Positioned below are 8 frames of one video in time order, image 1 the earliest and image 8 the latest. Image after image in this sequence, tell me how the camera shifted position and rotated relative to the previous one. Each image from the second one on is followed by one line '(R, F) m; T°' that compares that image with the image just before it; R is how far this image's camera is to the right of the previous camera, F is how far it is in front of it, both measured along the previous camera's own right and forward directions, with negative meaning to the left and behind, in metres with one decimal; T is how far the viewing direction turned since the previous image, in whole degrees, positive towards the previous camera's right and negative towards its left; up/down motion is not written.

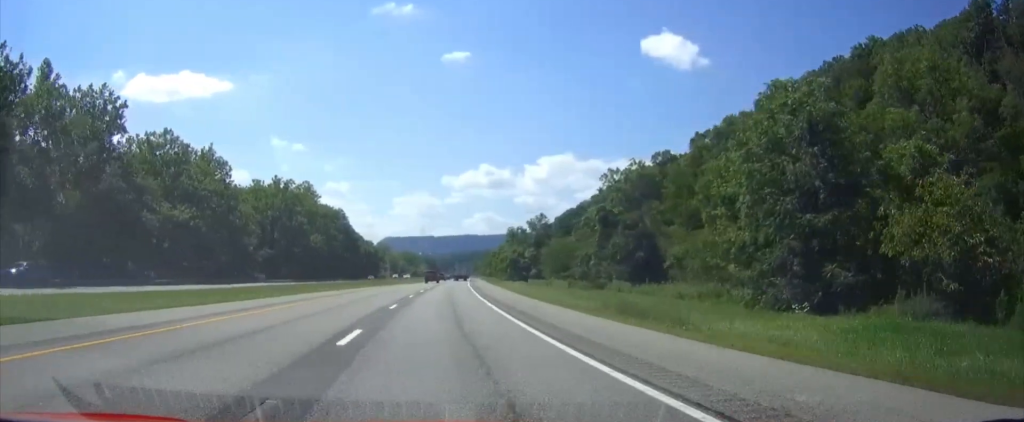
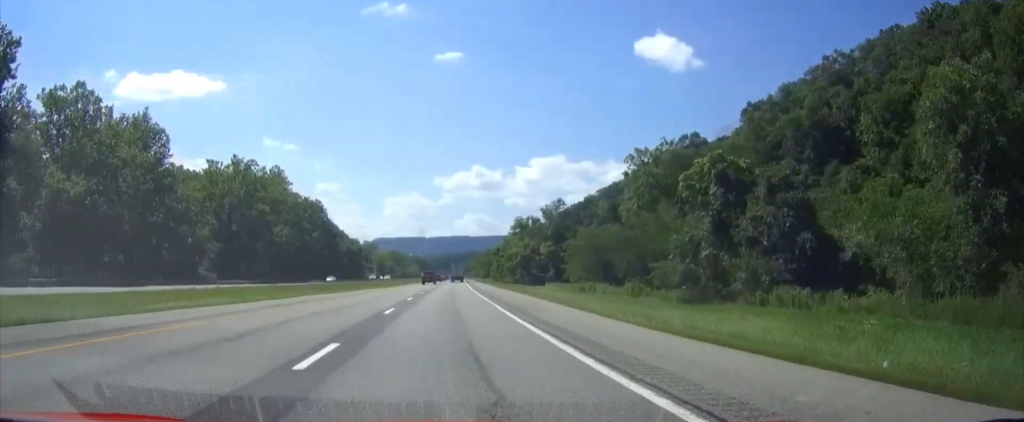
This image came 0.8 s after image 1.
(+1.0, +27.2) m; +2°
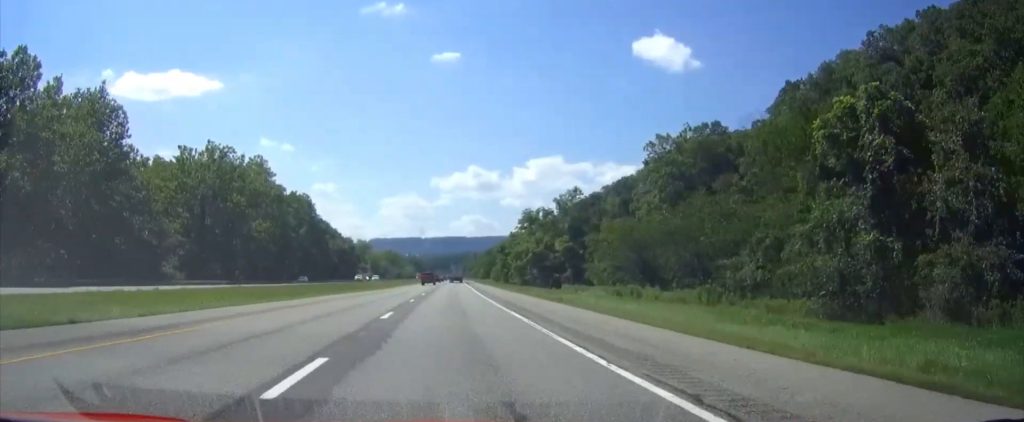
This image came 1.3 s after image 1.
(0.0, +14.1) m; 0°
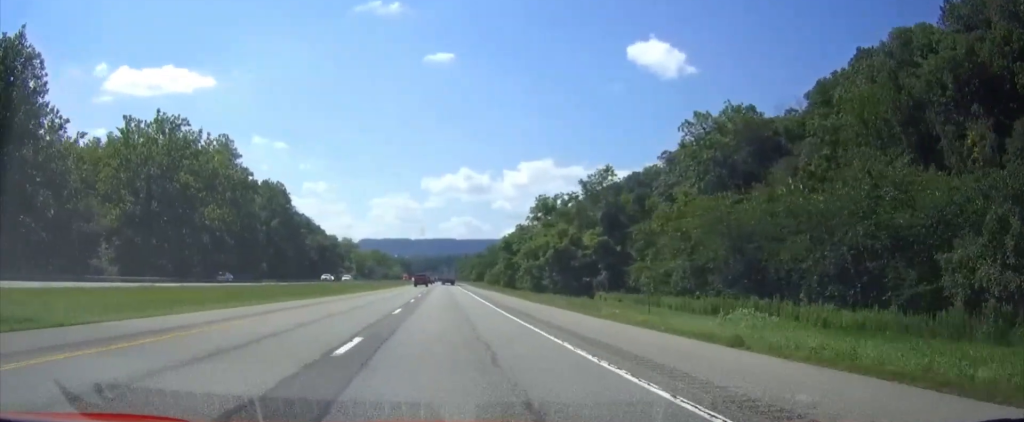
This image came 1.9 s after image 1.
(0.0, +20.5) m; 0°
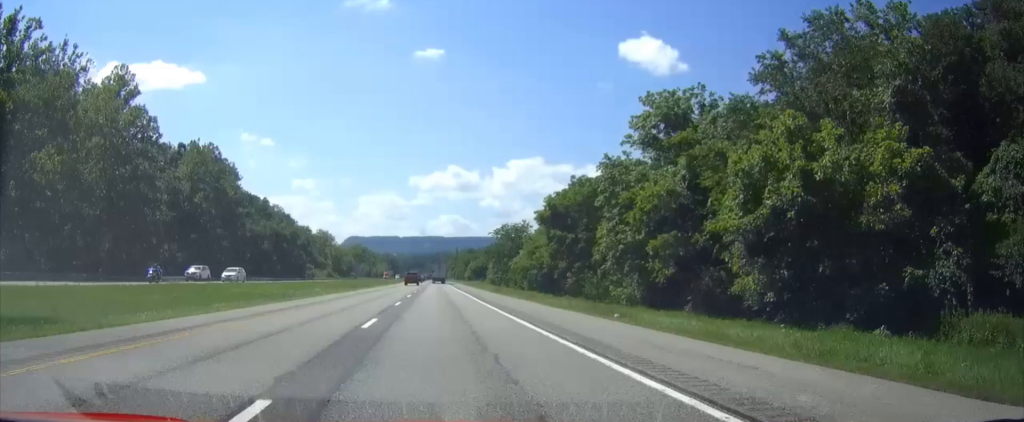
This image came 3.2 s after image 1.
(0.0, +42.9) m; 0°
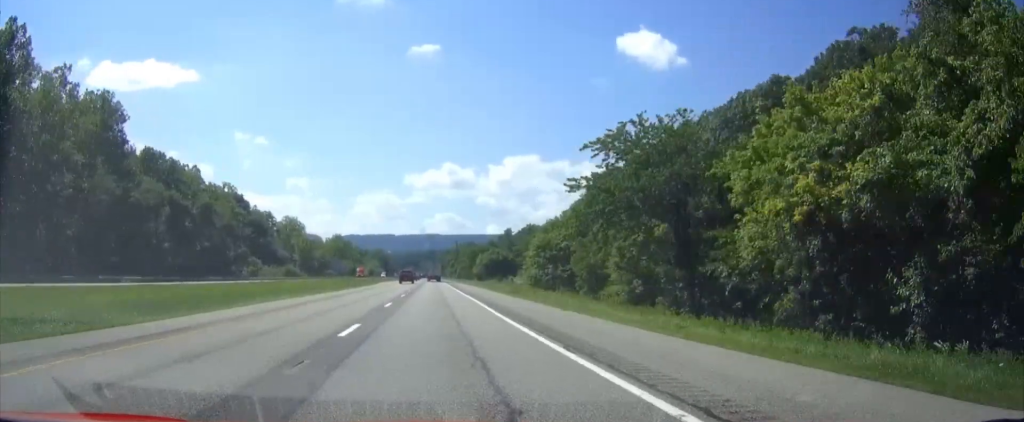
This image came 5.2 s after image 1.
(0.0, +62.8) m; 0°
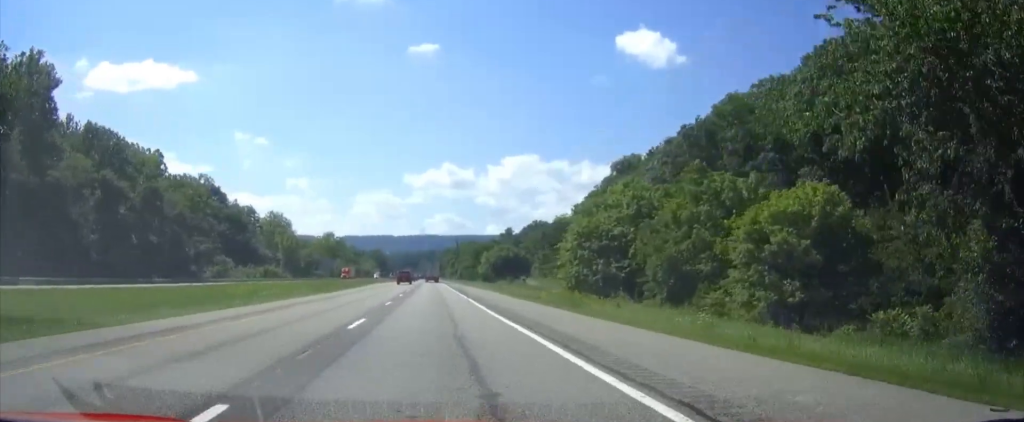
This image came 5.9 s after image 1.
(0.0, +22.2) m; 0°
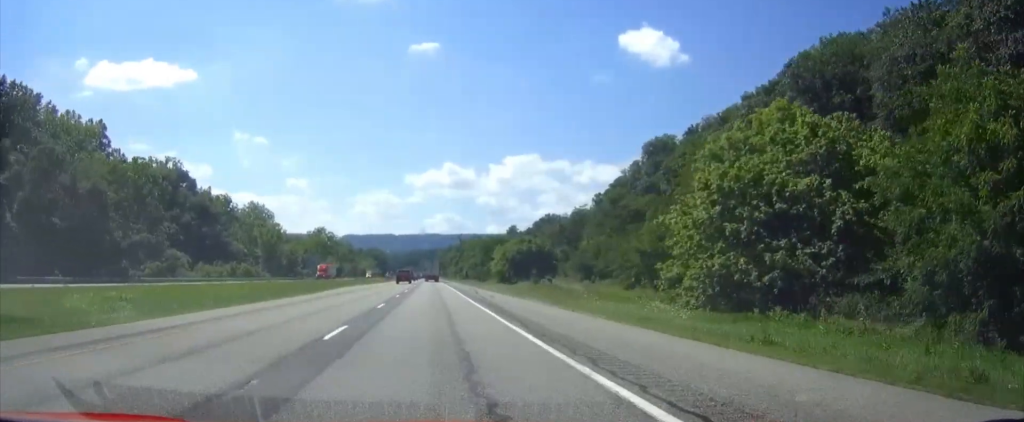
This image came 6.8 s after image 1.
(0.0, +27.4) m; 0°
